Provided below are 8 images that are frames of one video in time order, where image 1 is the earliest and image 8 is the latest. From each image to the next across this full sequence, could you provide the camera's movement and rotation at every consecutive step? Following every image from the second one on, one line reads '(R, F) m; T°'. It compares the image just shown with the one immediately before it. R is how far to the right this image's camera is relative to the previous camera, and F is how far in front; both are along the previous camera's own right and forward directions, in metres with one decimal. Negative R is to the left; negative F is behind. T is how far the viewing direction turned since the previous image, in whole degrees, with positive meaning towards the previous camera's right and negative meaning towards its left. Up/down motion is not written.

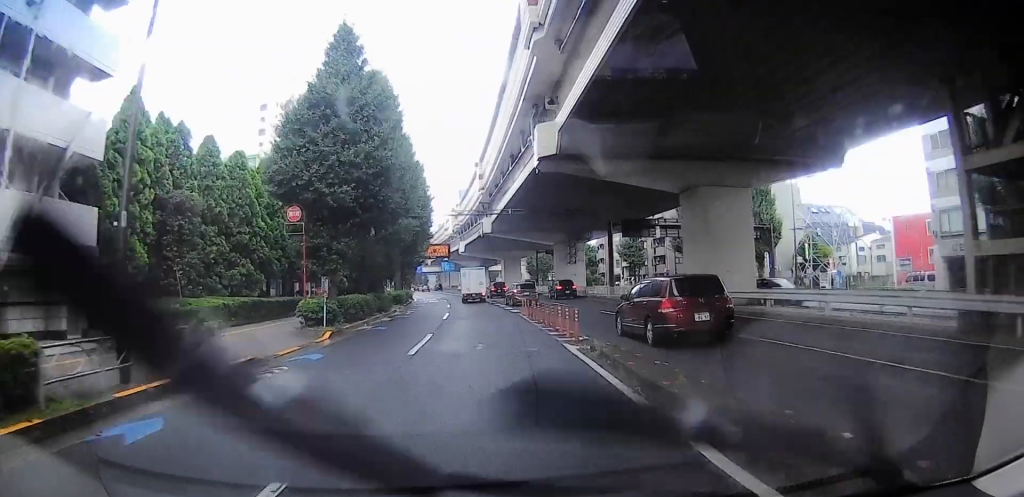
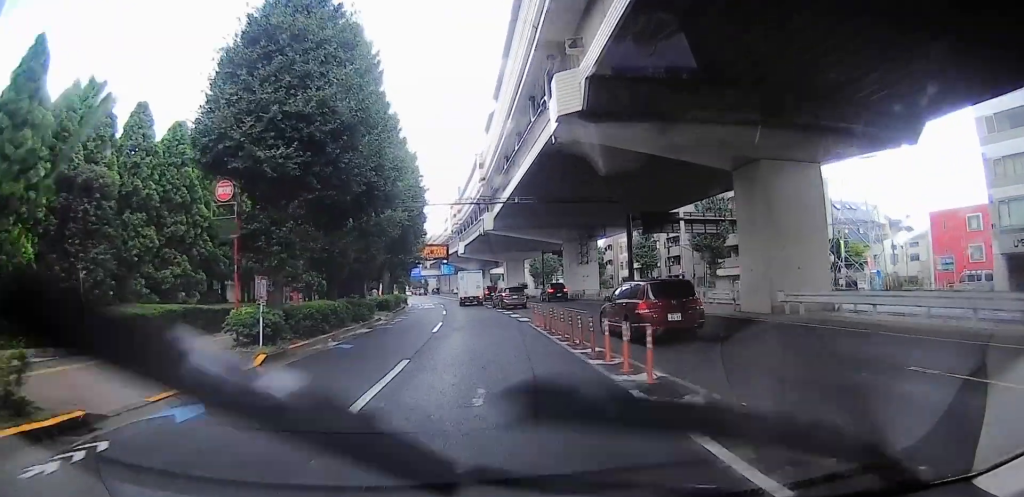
(+0.1, +7.4) m; +1°
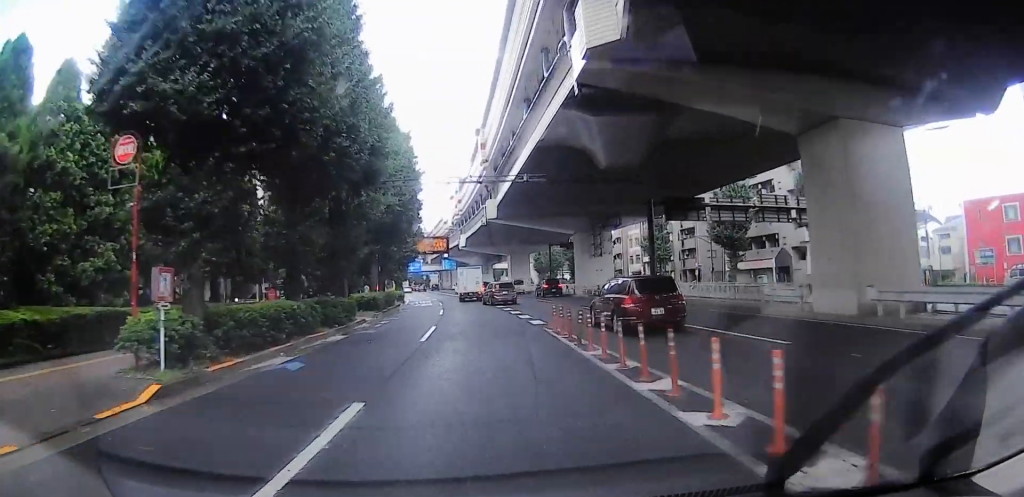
(0.0, +5.6) m; 0°
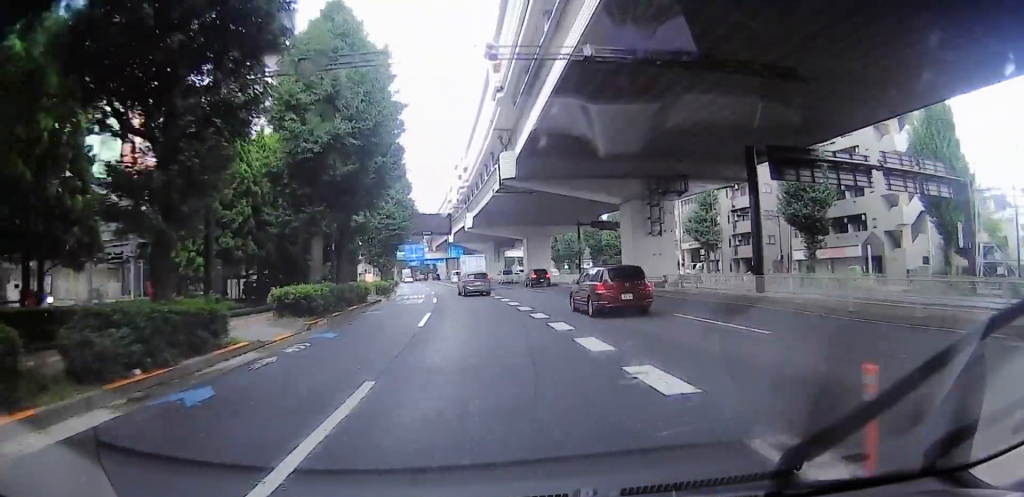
(0.0, +14.8) m; 0°
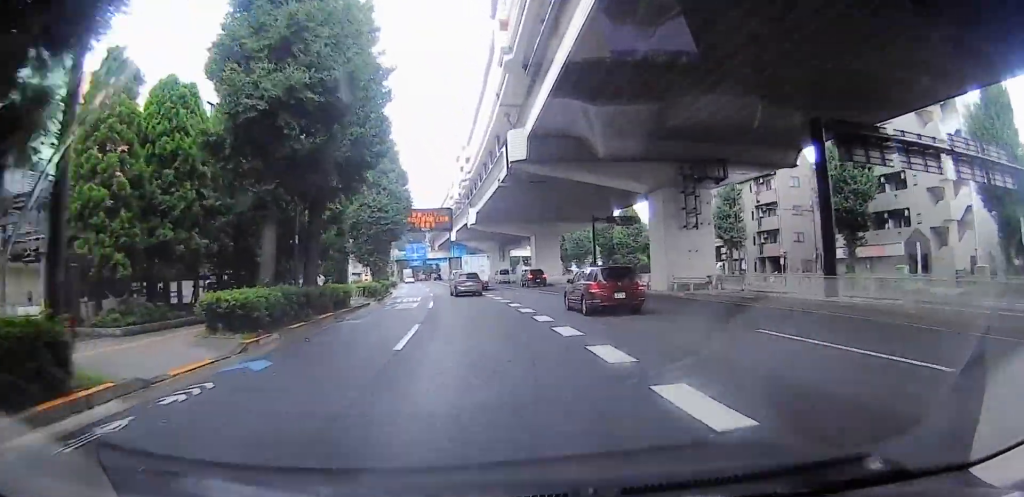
(0.0, +5.4) m; 0°
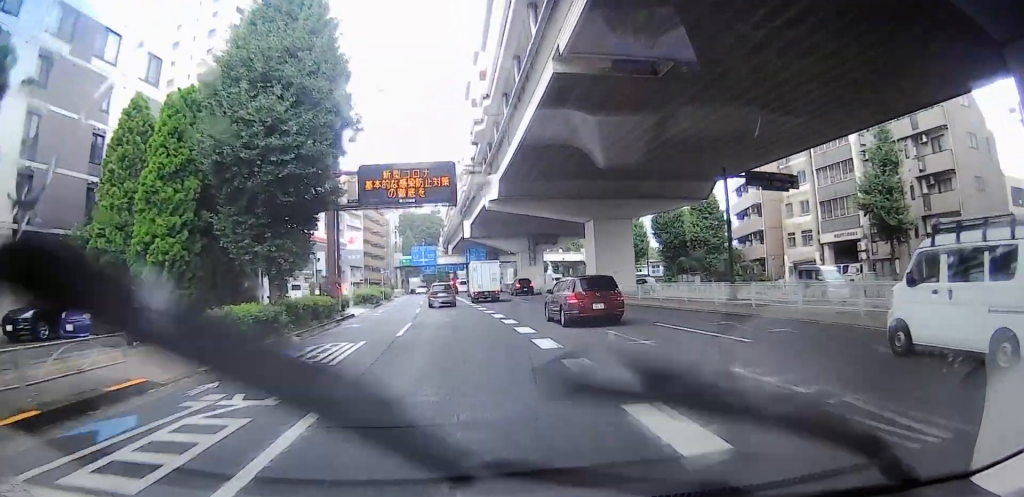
(0.0, +23.6) m; -1°
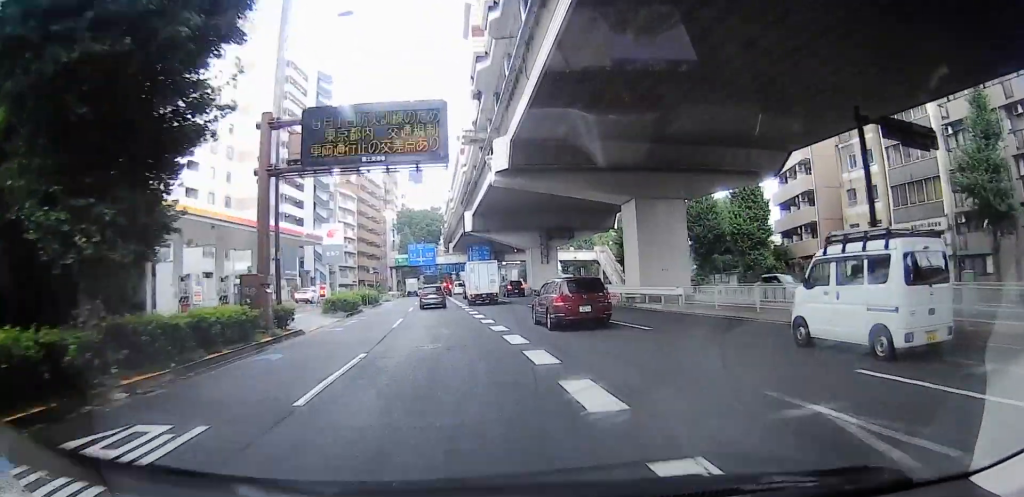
(-0.2, +10.7) m; +1°
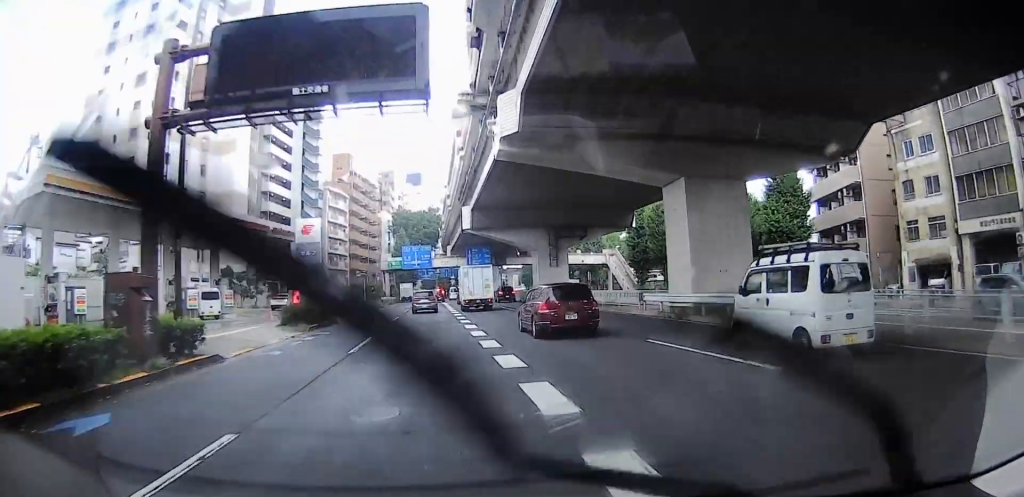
(-0.6, +7.5) m; +4°
